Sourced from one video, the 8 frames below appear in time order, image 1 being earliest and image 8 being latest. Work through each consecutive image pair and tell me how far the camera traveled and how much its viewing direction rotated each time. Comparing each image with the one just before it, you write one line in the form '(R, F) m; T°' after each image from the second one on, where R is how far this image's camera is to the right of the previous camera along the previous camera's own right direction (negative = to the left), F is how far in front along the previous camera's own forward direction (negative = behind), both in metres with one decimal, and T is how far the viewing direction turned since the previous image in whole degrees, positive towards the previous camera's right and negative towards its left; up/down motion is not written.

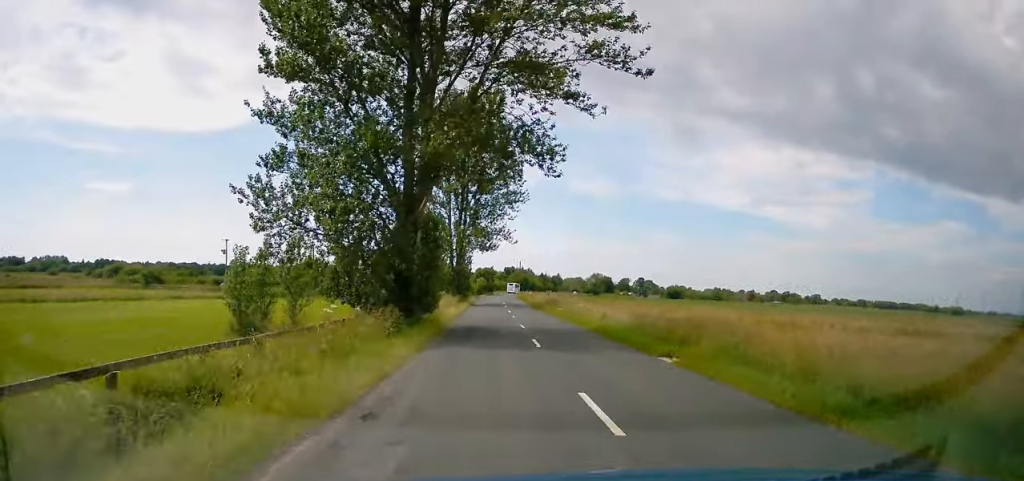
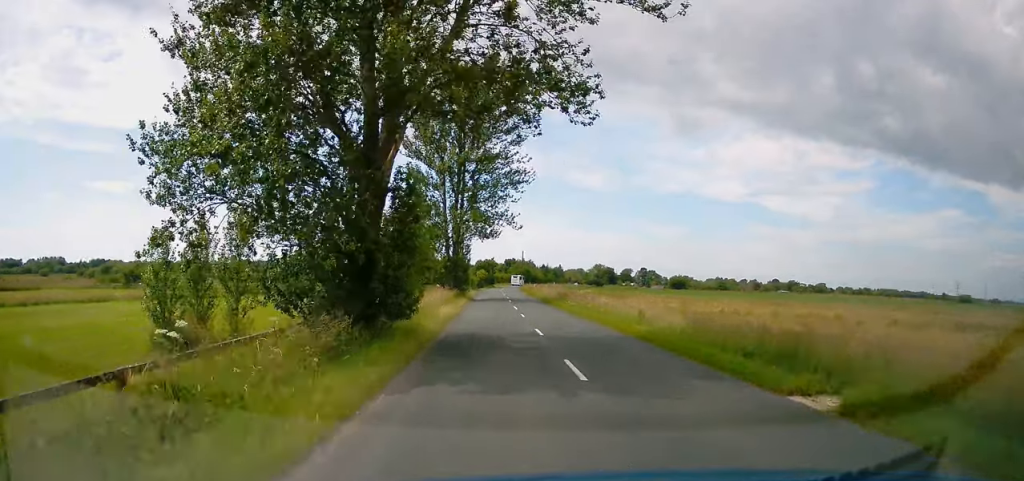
(-0.1, +6.3) m; 0°
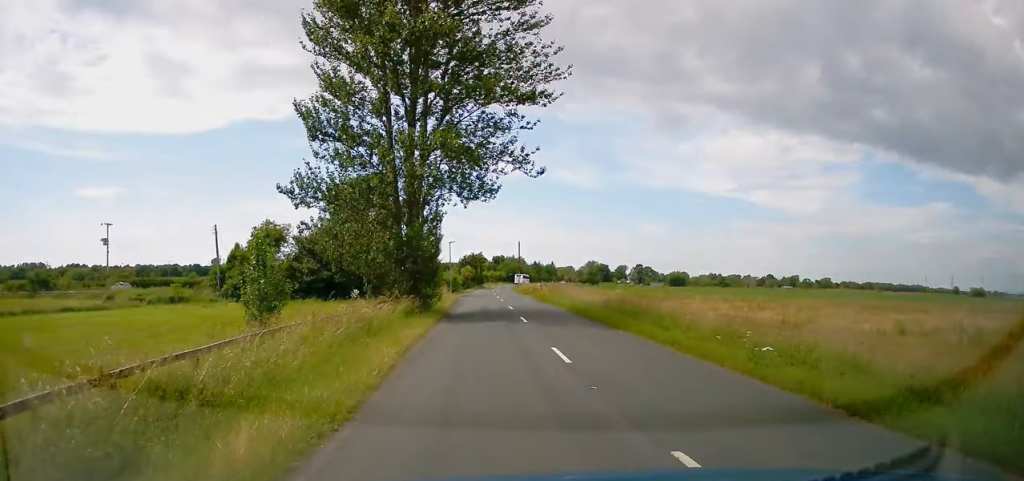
(+0.2, +23.1) m; +2°
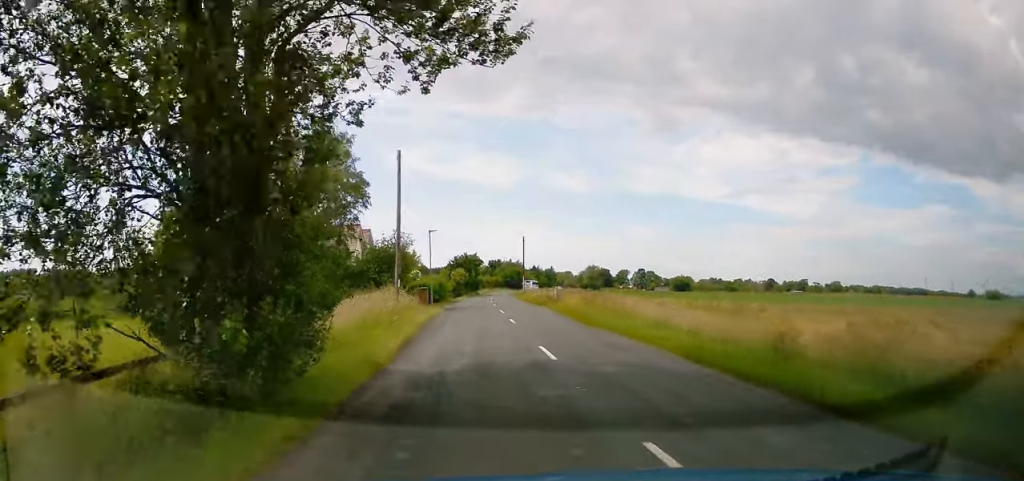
(-0.1, +17.3) m; -1°
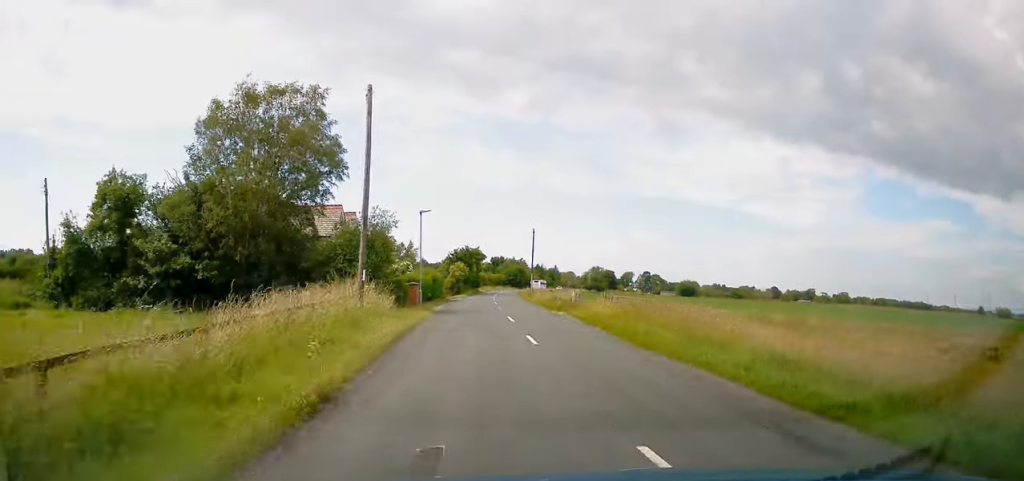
(-0.2, +8.1) m; 0°
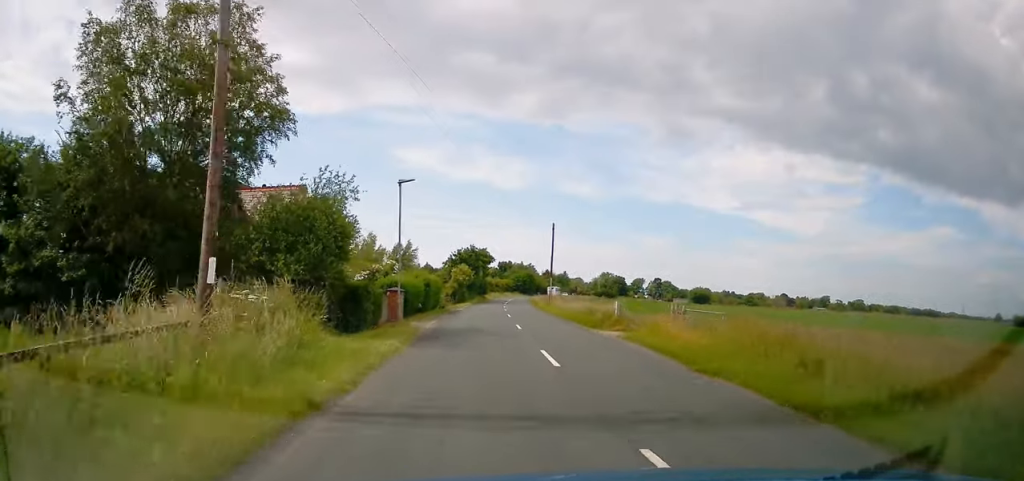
(+0.2, +10.7) m; 0°
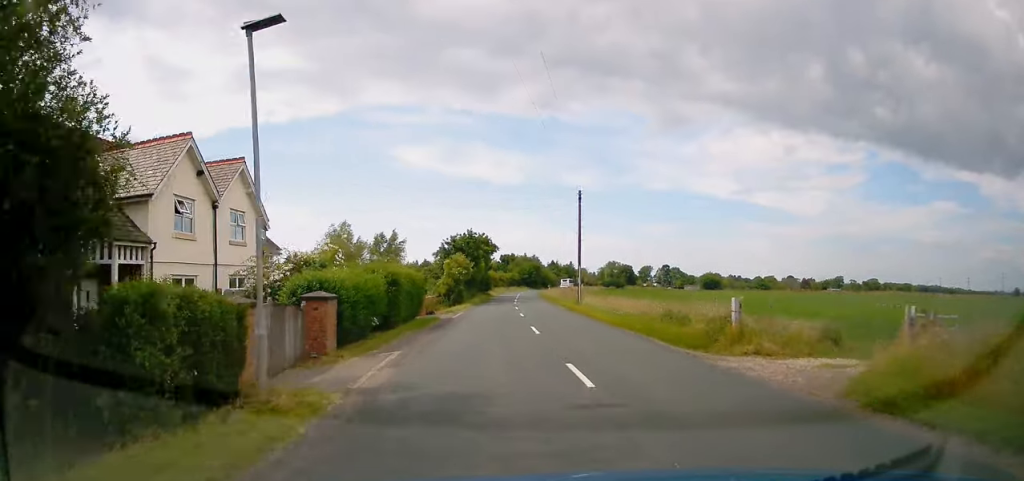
(-0.1, +12.9) m; -1°
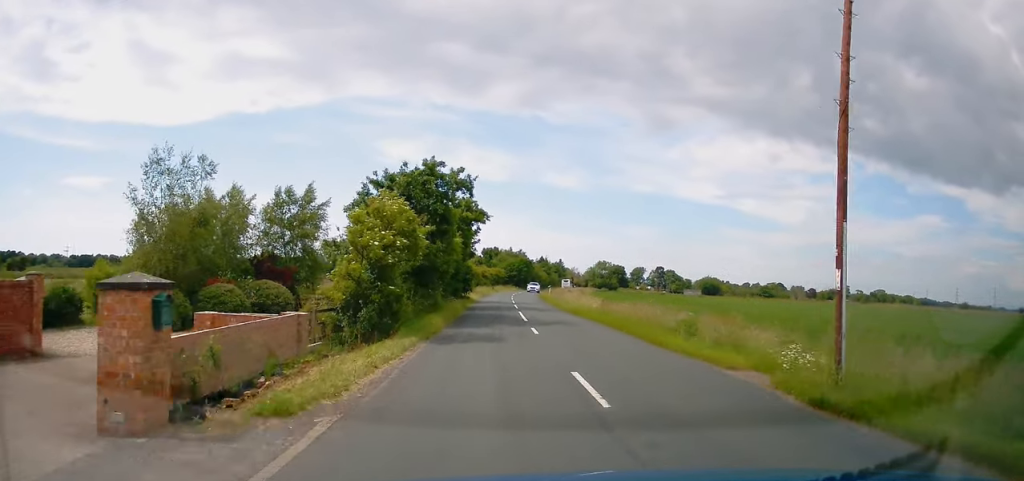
(+0.4, +27.2) m; +3°
